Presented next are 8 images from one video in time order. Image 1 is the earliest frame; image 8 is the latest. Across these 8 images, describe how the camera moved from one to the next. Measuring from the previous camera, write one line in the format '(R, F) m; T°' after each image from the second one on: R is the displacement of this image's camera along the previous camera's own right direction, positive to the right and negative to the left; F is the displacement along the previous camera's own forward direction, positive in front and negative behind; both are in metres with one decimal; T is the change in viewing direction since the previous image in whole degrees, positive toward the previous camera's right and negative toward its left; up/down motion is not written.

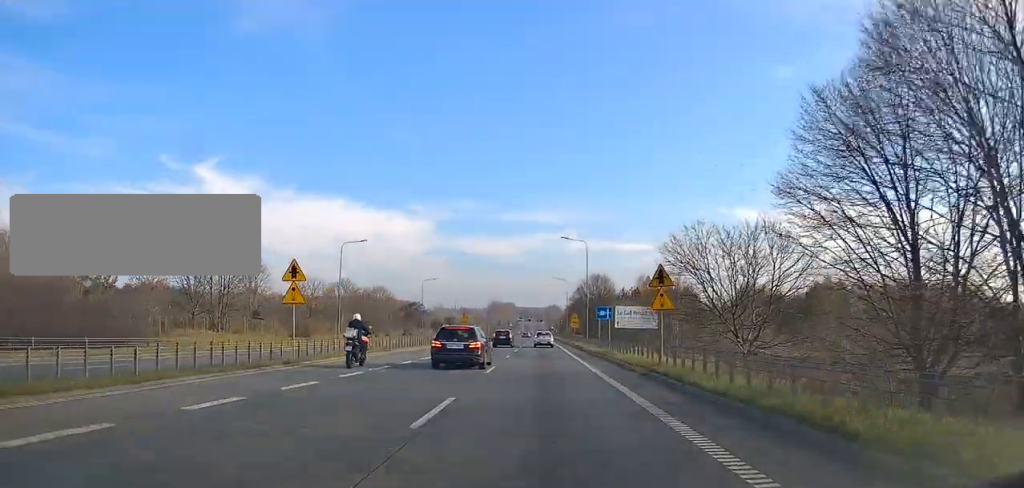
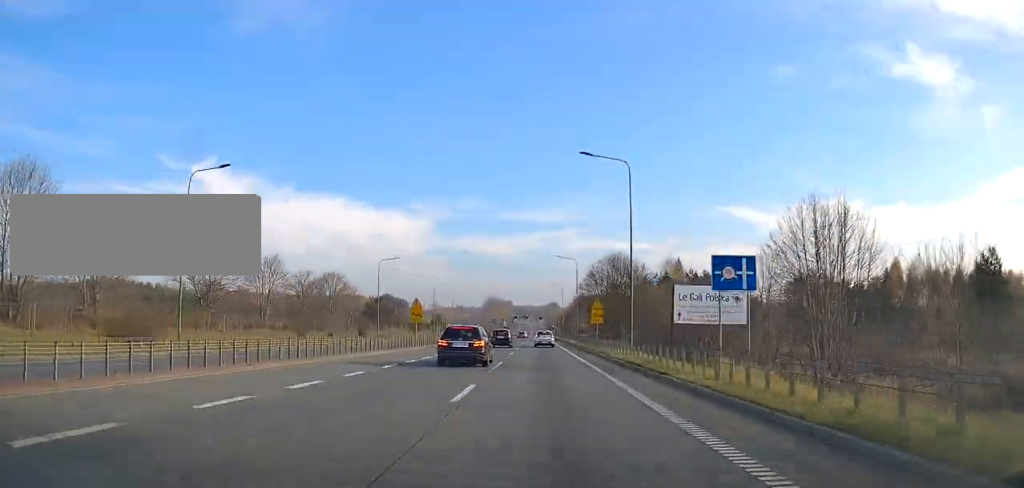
(+0.1, +33.7) m; -1°
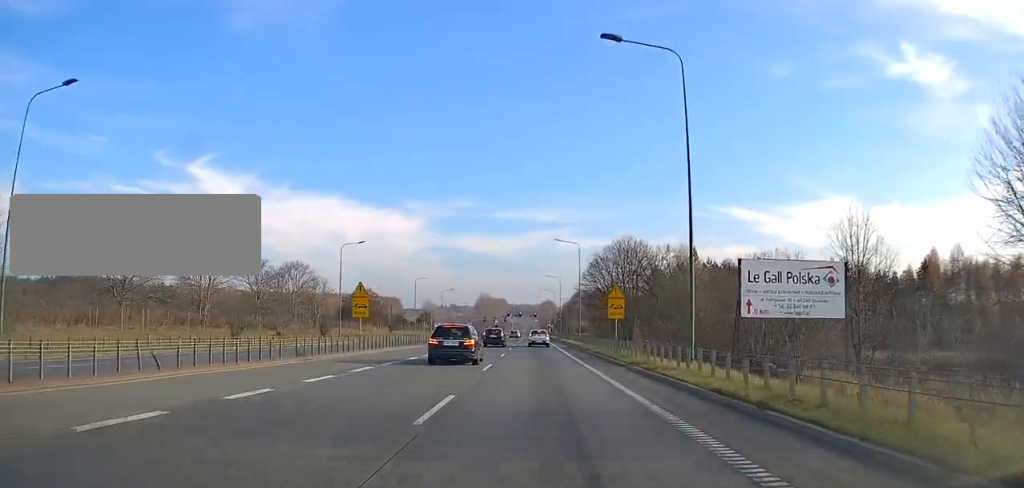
(-0.2, +15.7) m; 0°
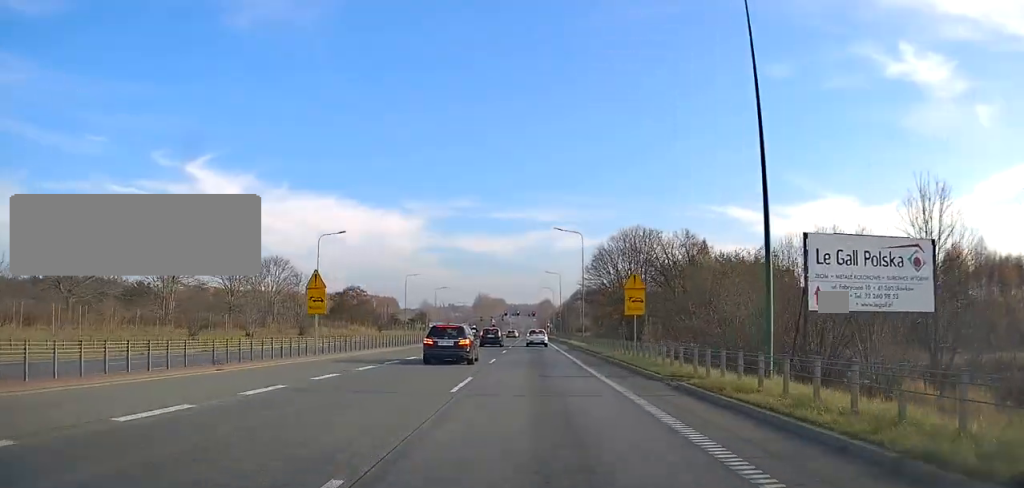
(+0.1, +7.3) m; +1°
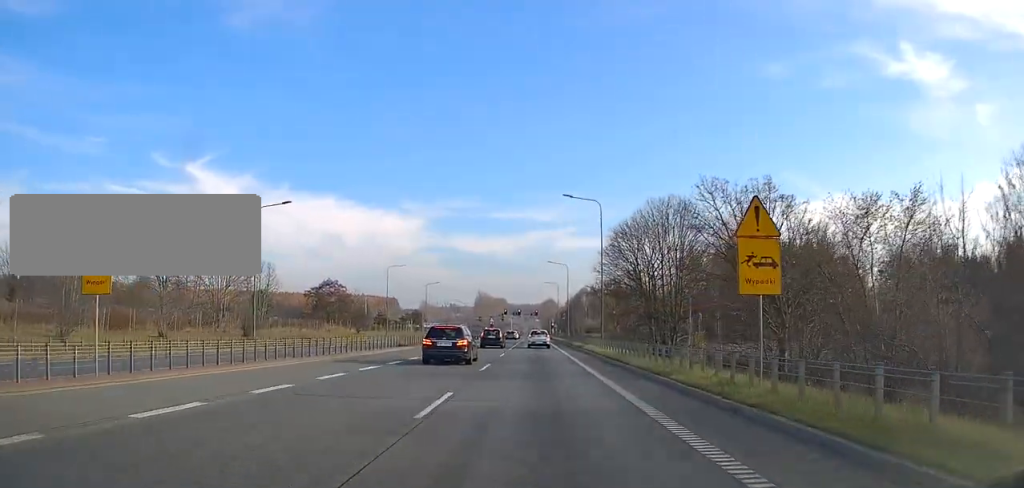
(+0.4, +16.4) m; +1°
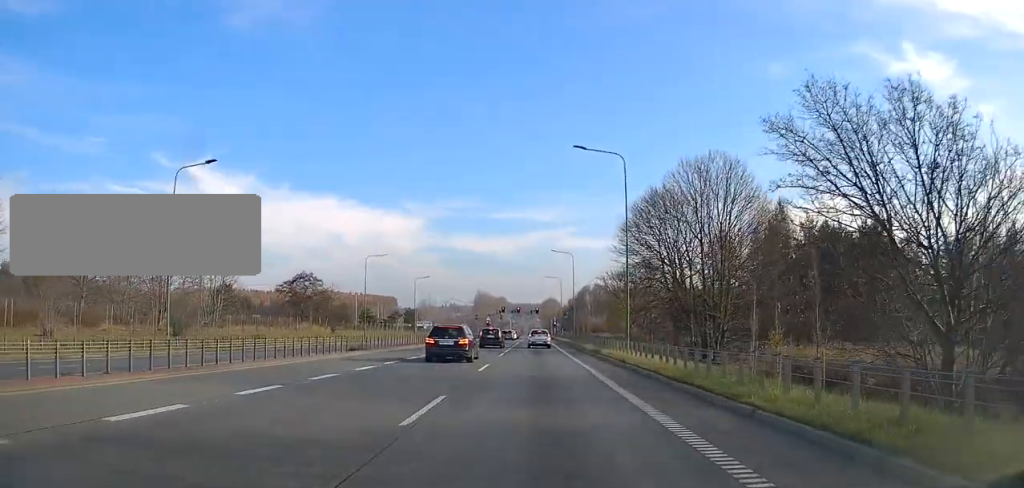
(-0.1, +13.4) m; -1°
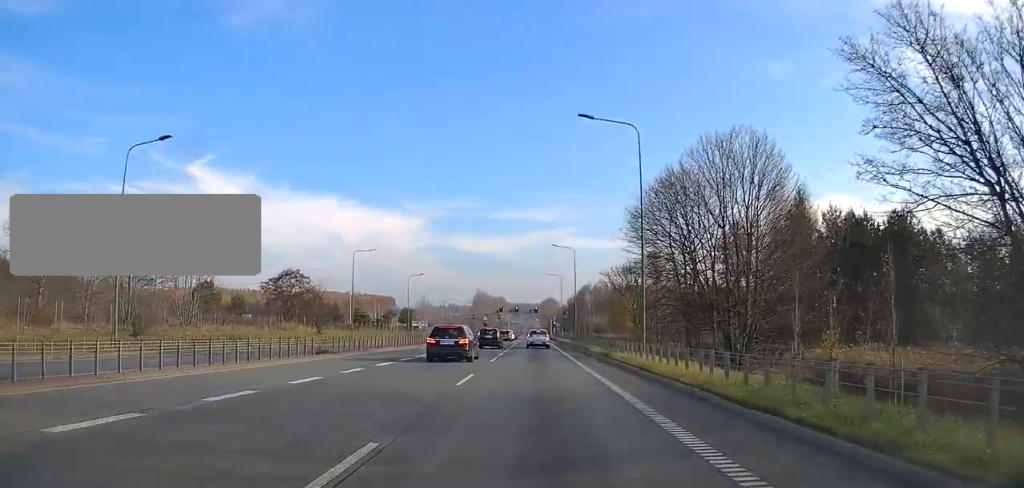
(-0.1, +5.4) m; -1°
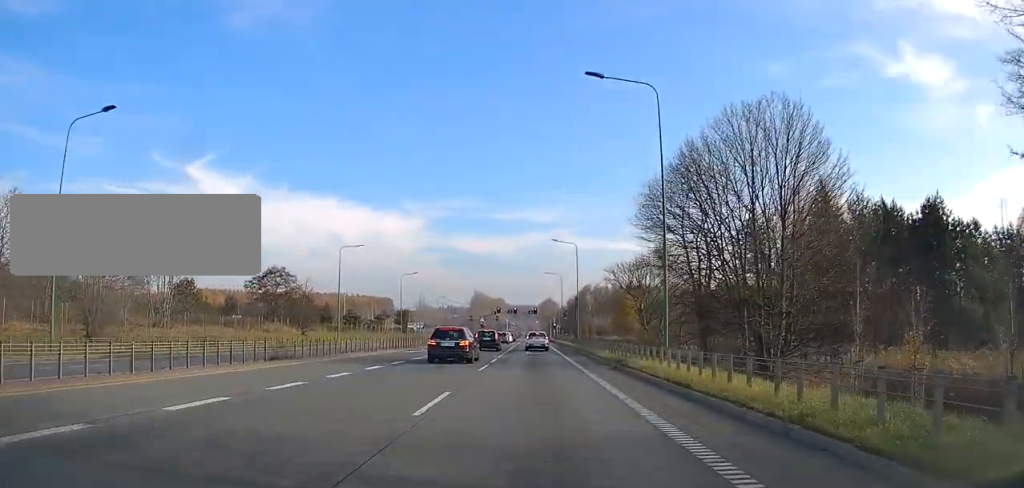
(0.0, +5.6) m; -1°
